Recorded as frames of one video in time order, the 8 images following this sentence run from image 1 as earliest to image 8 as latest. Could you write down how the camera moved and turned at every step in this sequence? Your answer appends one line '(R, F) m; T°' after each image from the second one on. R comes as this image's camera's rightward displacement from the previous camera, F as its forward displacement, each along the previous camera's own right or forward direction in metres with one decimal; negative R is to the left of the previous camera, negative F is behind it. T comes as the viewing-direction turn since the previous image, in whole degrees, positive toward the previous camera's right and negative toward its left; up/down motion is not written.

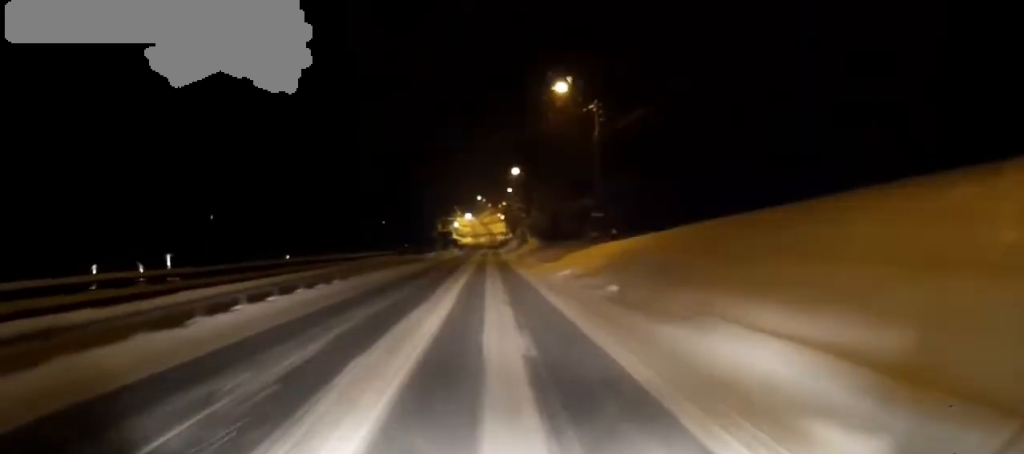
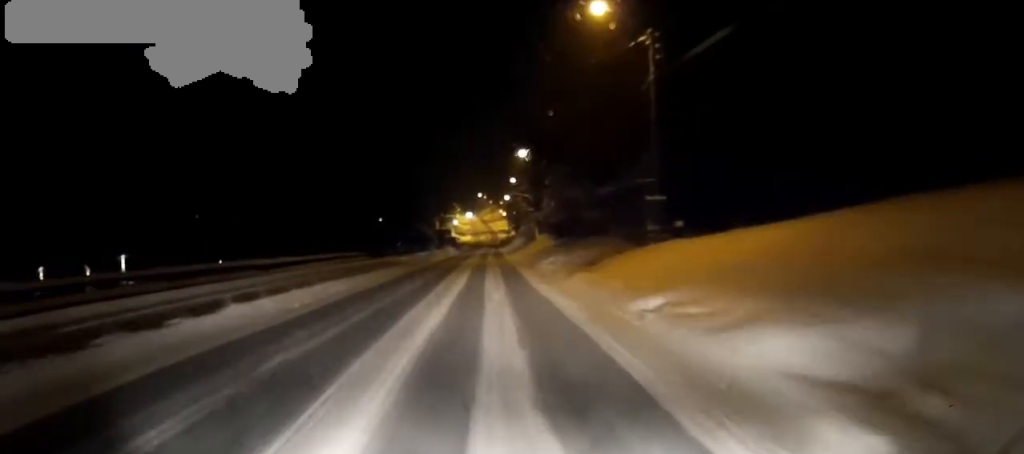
(0.0, +12.6) m; 0°
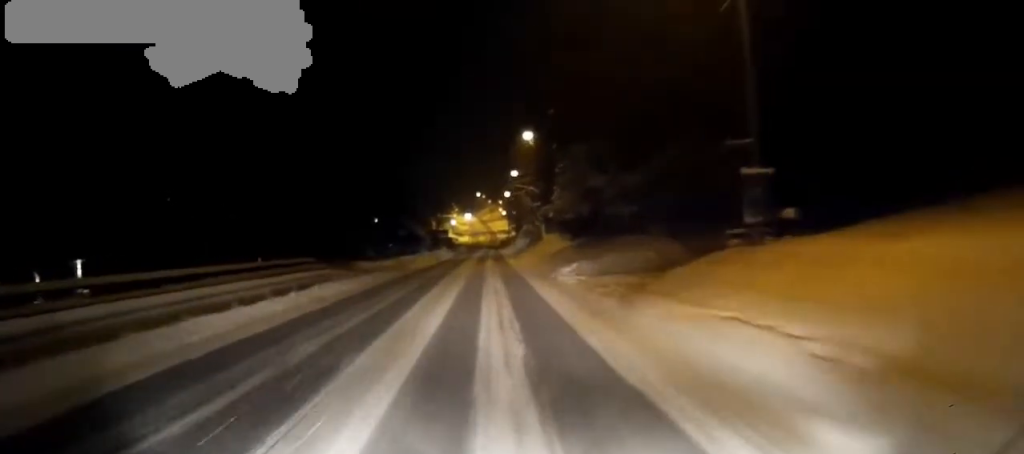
(0.0, +9.5) m; 0°
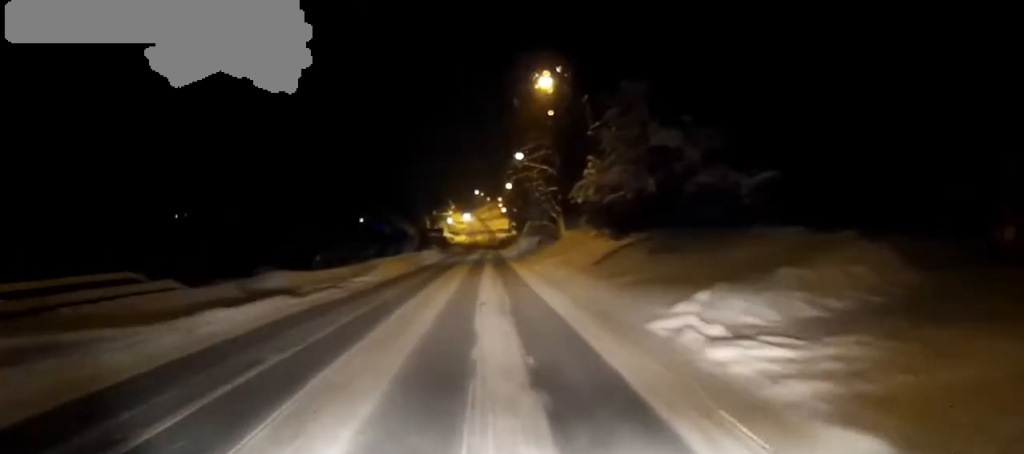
(+0.1, +15.4) m; 0°
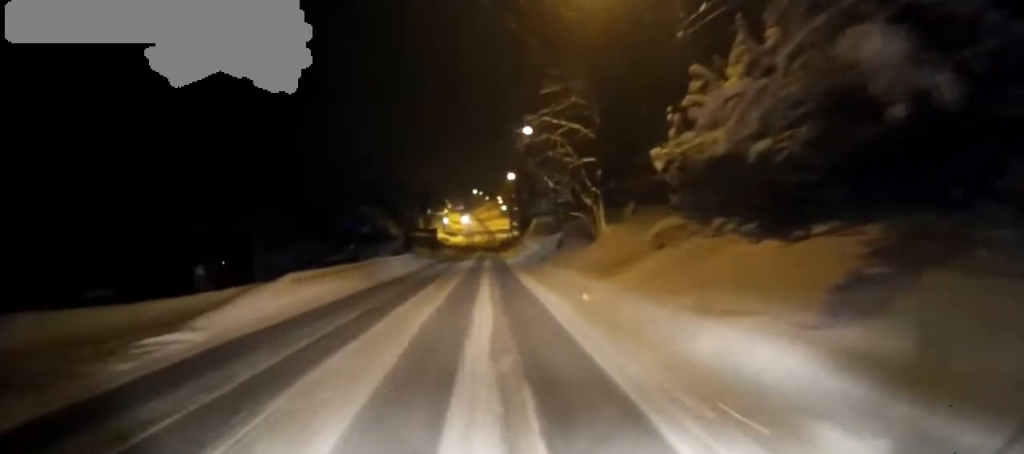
(0.0, +15.4) m; 0°
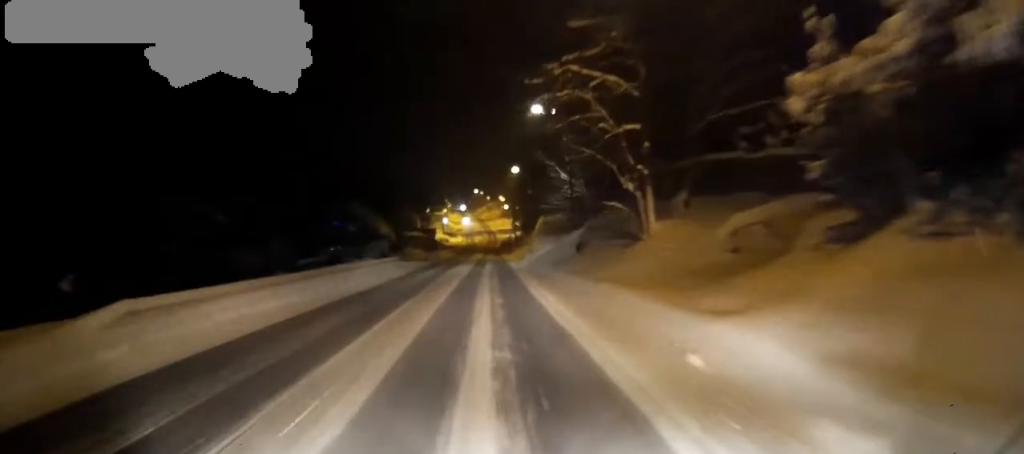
(0.0, +7.9) m; 0°
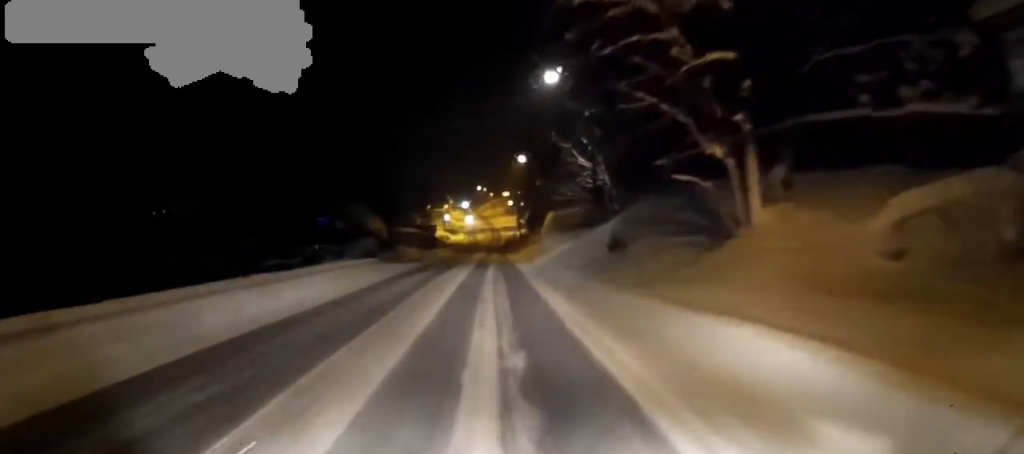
(0.0, +7.6) m; 0°
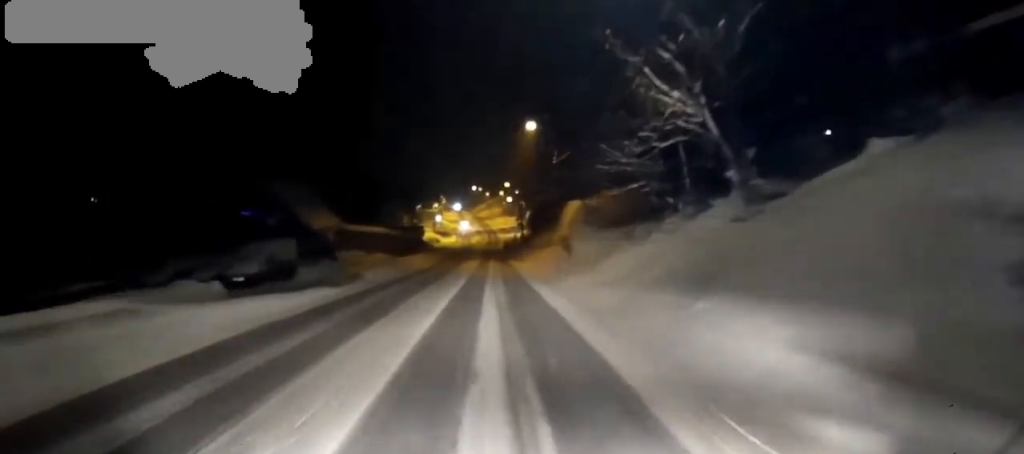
(0.0, +19.6) m; 0°
